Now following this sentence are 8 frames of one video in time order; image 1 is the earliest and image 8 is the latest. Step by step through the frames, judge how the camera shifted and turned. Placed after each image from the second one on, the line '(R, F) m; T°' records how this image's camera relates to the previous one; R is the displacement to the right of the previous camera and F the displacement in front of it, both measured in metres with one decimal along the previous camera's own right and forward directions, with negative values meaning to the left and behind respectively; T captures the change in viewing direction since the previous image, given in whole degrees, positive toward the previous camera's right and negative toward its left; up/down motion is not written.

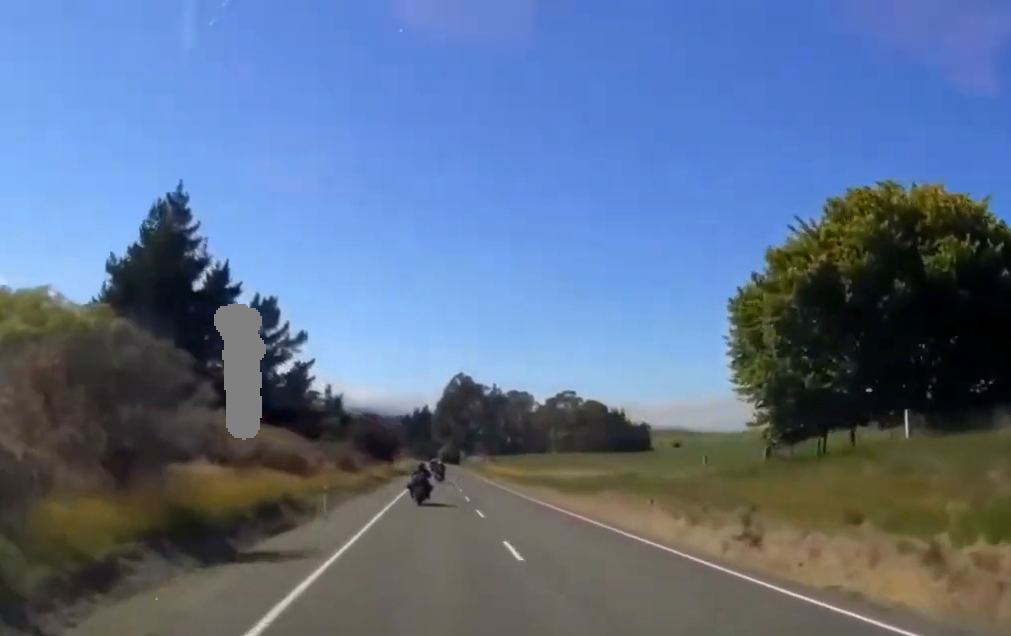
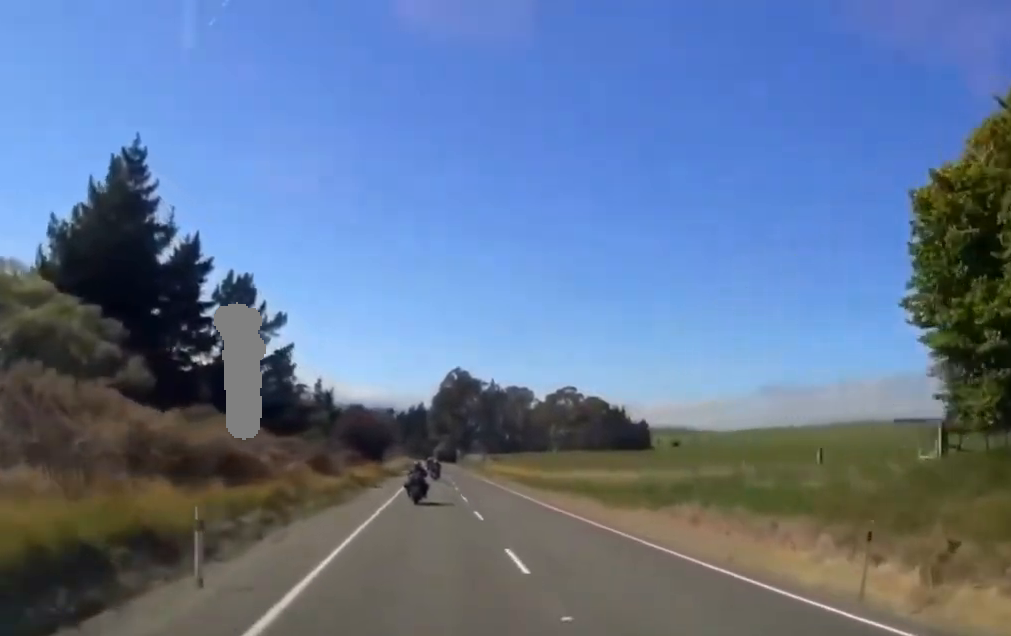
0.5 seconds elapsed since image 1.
(-0.1, +11.7) m; 0°
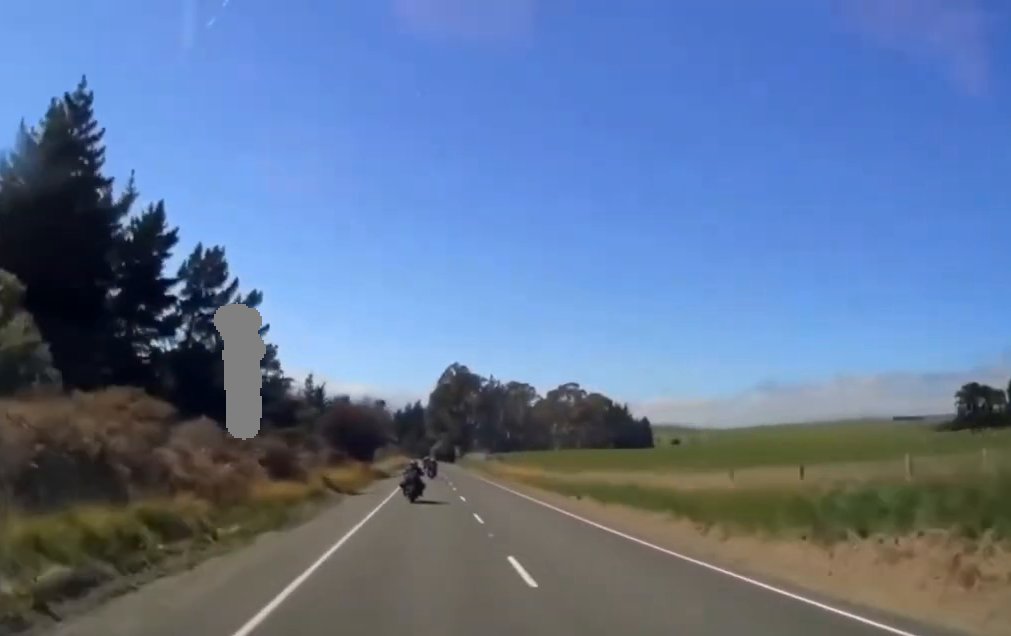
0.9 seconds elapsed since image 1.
(-0.1, +11.6) m; +1°
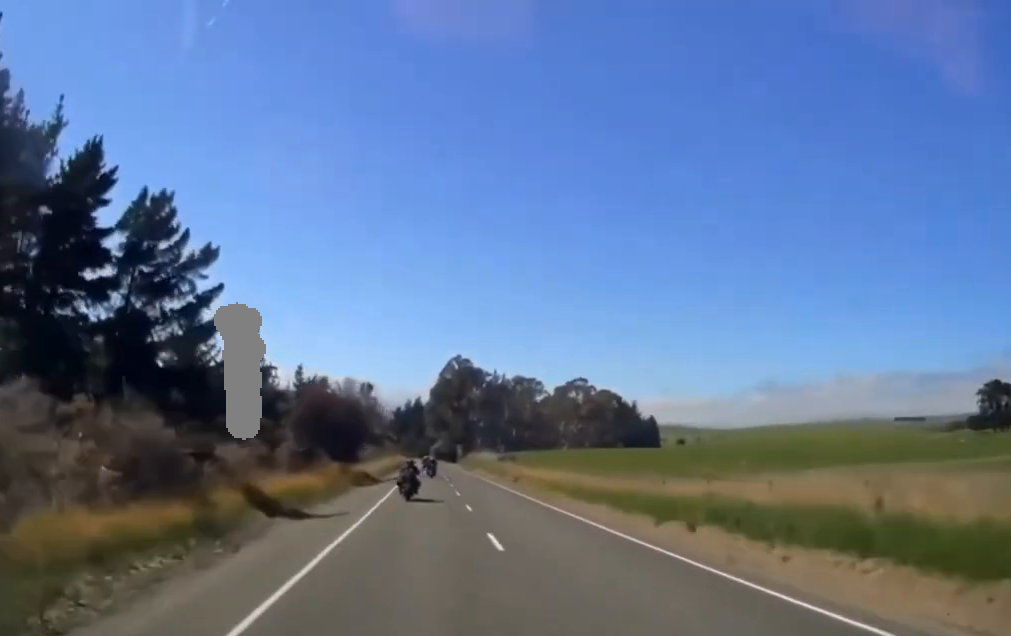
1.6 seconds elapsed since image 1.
(+0.2, +16.4) m; +1°
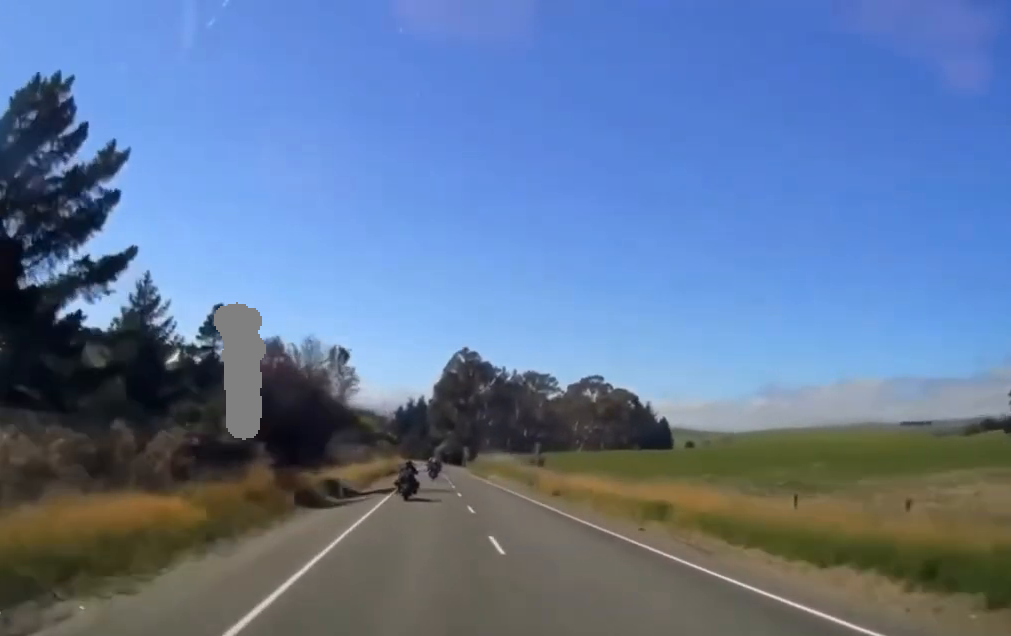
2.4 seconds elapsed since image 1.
(+0.7, +20.4) m; 0°
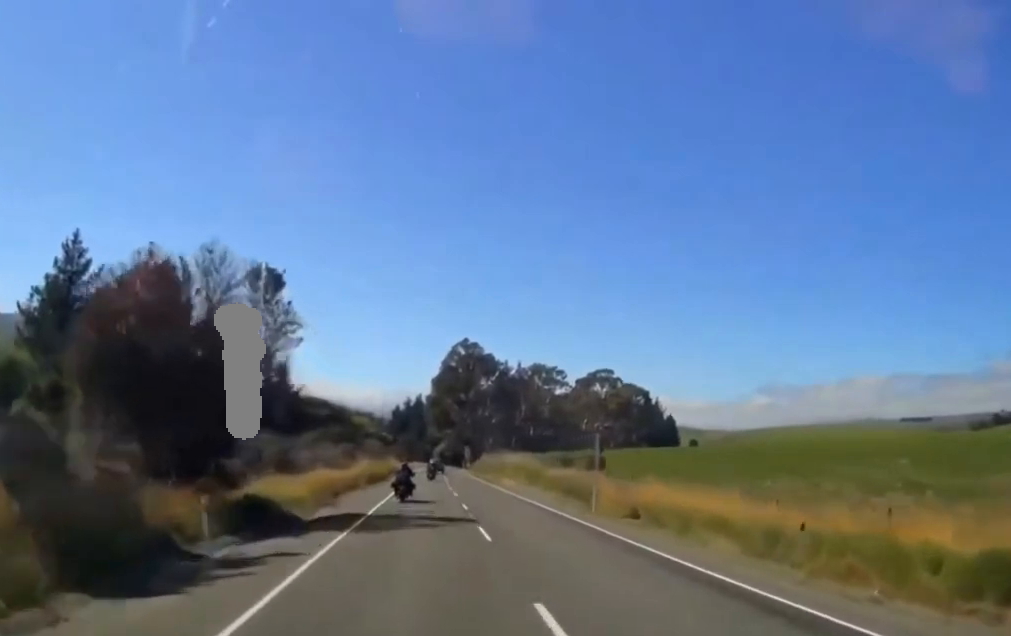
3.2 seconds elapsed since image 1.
(-0.5, +18.0) m; -2°
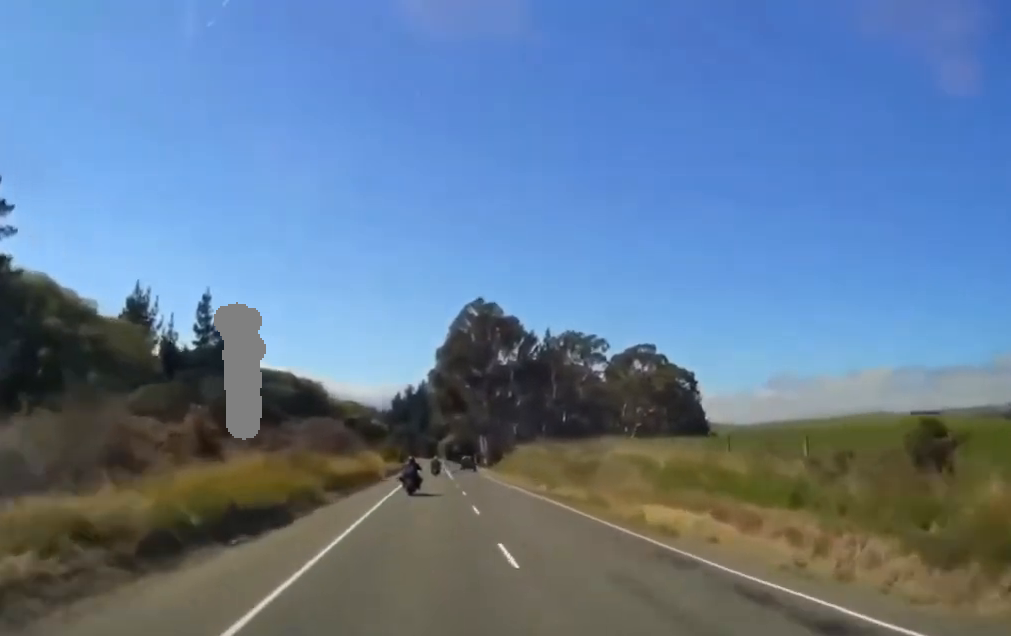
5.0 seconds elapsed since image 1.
(+0.7, +44.0) m; +2°
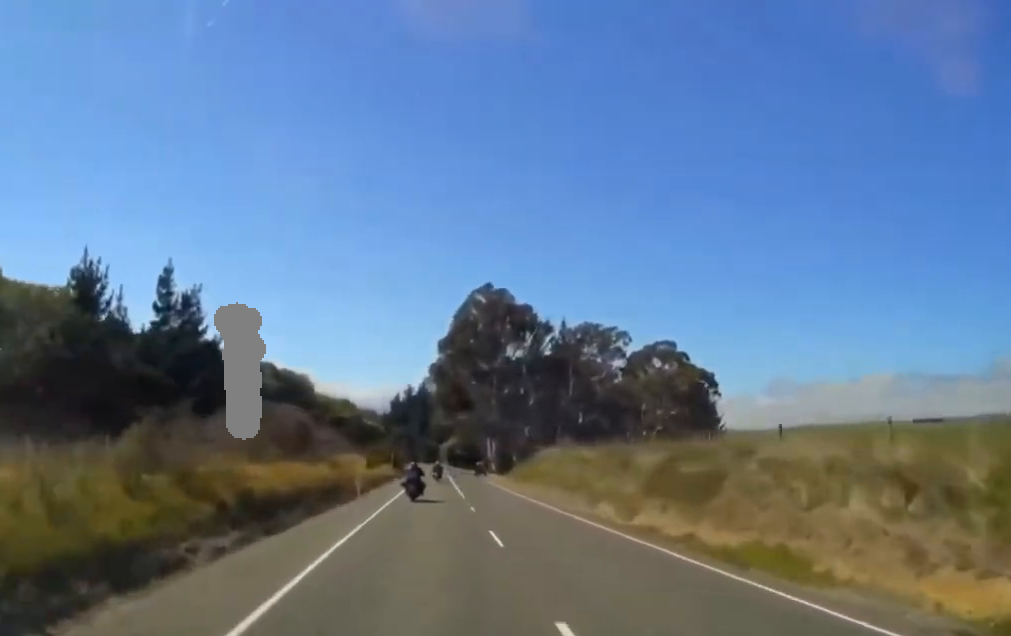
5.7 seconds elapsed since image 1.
(-0.1, +17.0) m; -1°
